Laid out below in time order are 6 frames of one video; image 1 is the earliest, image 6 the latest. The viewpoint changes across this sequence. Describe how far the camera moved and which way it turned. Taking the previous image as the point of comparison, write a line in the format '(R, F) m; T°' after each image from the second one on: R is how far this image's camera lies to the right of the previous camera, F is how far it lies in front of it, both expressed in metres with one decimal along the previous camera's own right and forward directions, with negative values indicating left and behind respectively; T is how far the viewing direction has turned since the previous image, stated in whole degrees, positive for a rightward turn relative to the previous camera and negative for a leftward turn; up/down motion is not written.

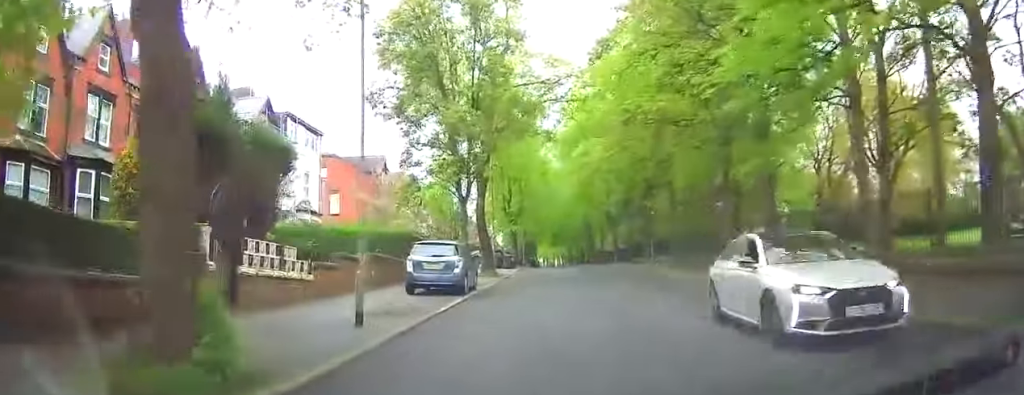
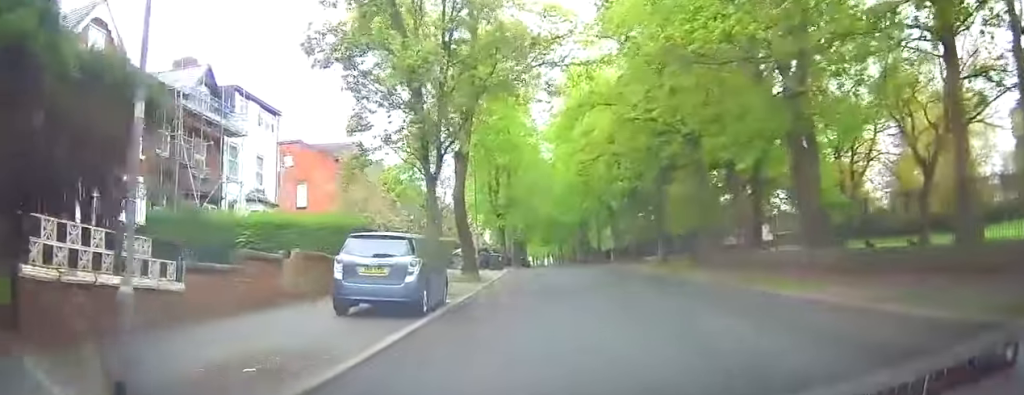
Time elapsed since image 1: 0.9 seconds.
(0.0, +7.6) m; 0°
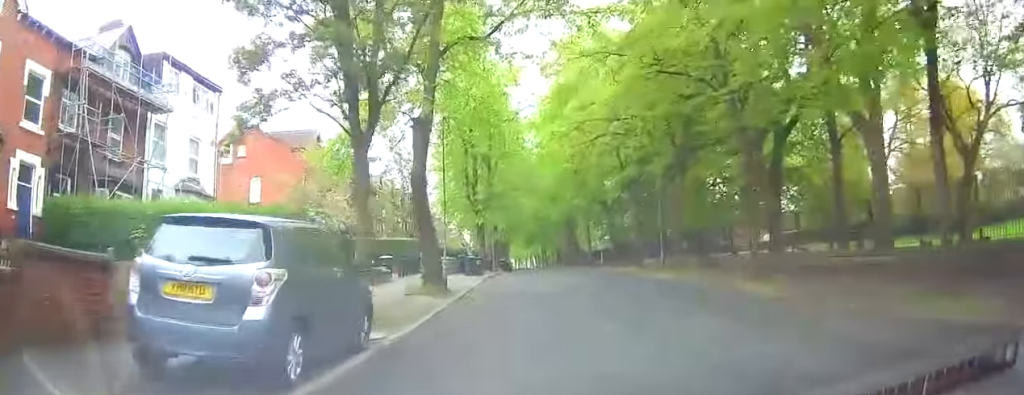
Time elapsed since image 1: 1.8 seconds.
(0.0, +7.2) m; 0°
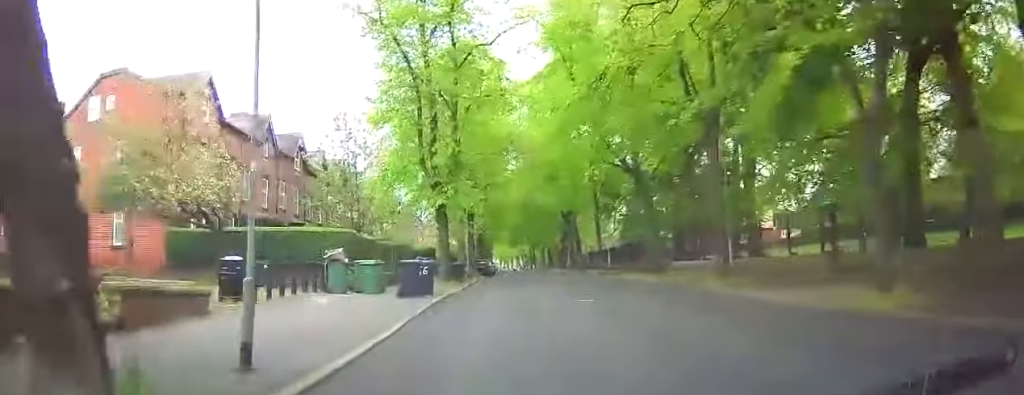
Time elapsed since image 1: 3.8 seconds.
(-0.1, +17.9) m; 0°
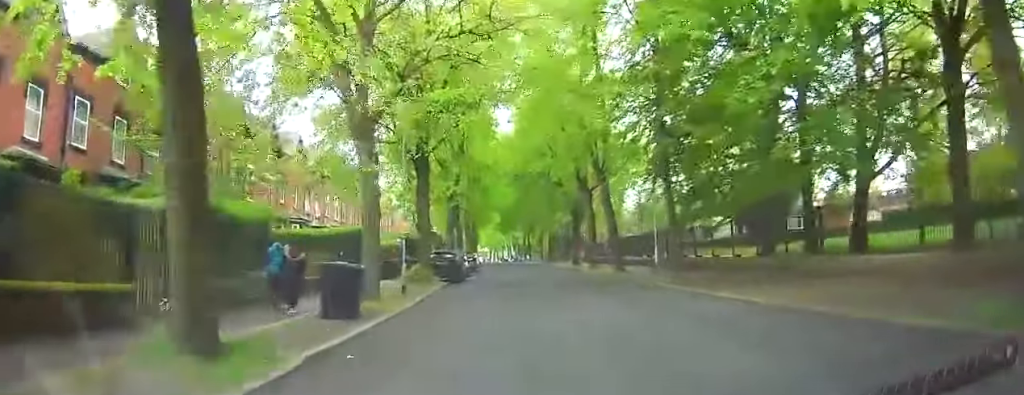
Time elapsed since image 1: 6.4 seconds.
(+0.6, +24.2) m; 0°
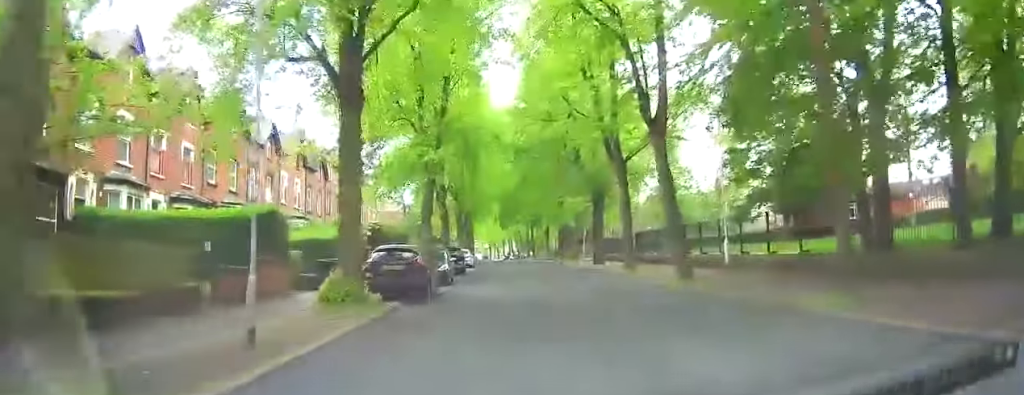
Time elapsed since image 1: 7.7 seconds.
(-0.1, +13.6) m; 0°
